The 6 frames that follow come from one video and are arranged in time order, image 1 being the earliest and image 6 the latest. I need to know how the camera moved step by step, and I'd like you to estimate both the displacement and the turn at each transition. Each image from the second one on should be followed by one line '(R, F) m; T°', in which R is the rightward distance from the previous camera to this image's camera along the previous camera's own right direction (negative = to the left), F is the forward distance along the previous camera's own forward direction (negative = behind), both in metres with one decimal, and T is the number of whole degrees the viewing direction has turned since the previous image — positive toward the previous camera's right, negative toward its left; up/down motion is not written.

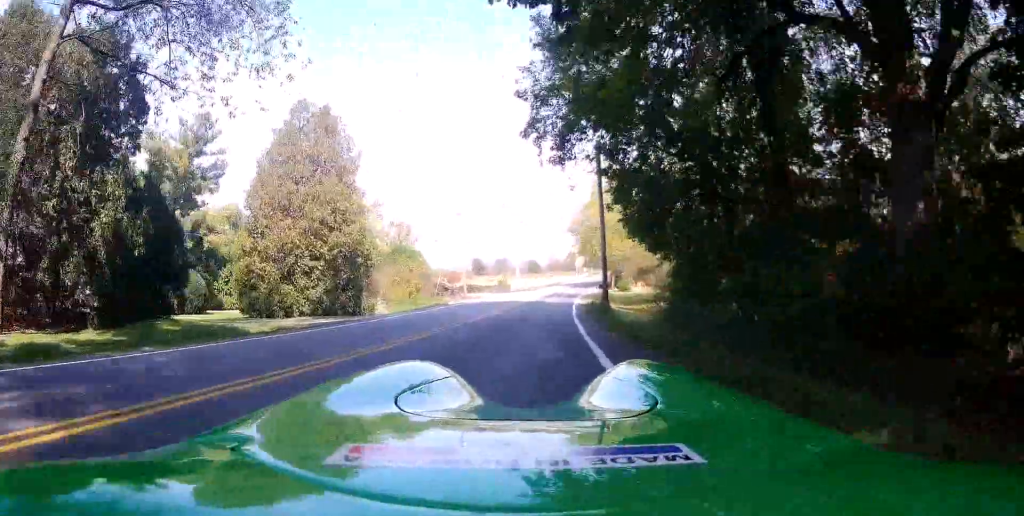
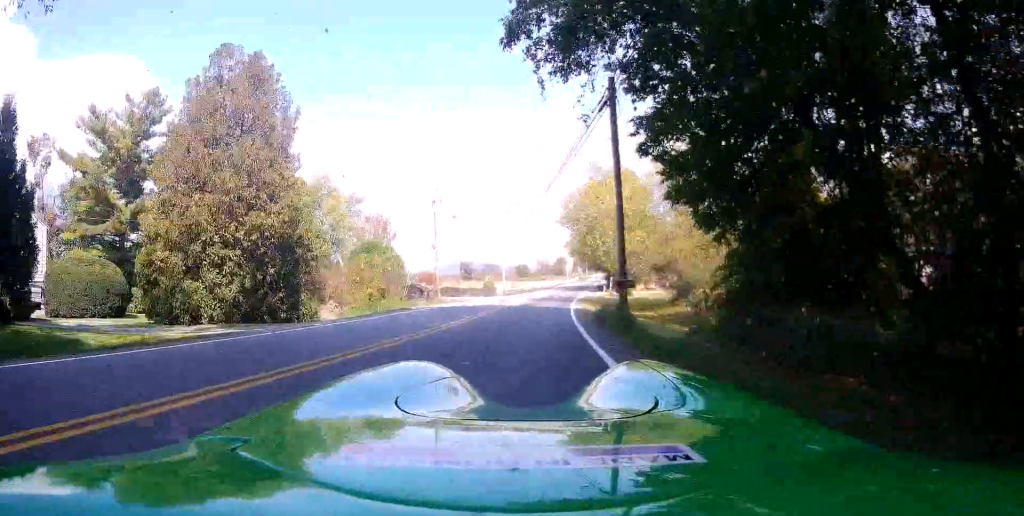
(-0.3, +7.3) m; -1°
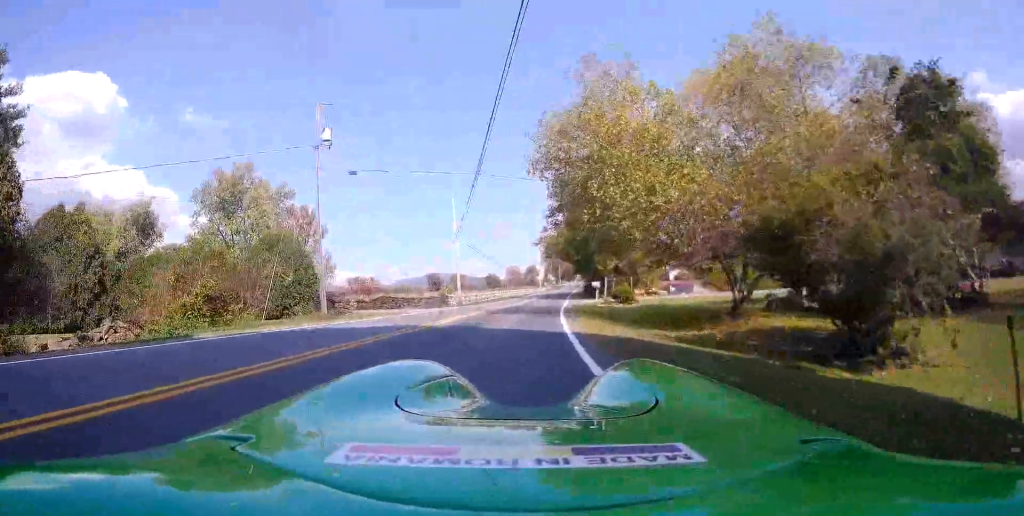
(+0.2, +15.9) m; +1°
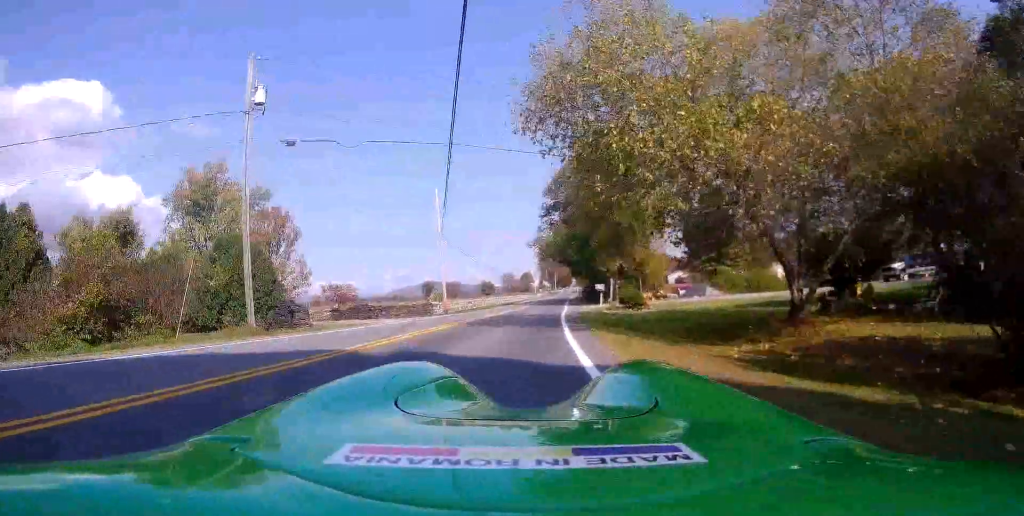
(0.0, +5.4) m; 0°
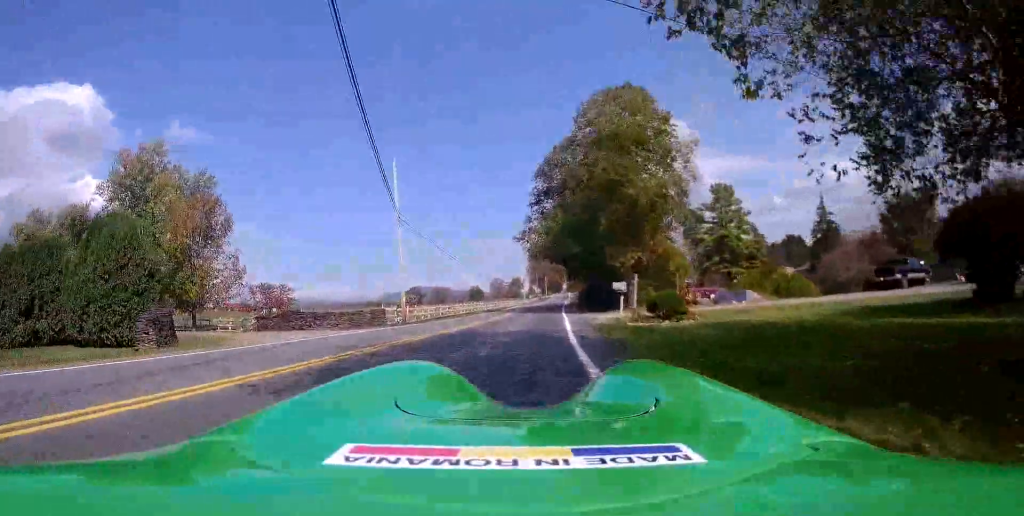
(0.0, +12.2) m; -3°
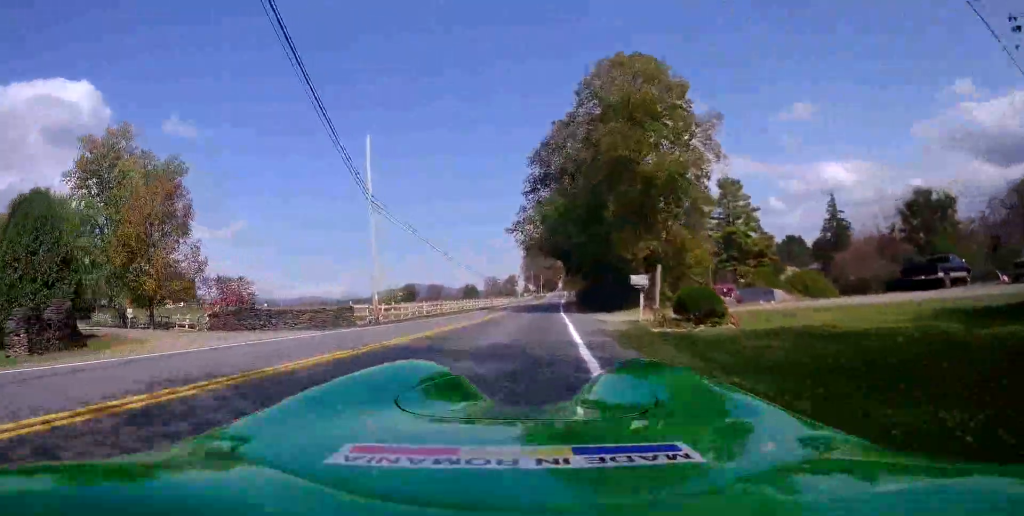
(-0.3, +5.6) m; -2°
